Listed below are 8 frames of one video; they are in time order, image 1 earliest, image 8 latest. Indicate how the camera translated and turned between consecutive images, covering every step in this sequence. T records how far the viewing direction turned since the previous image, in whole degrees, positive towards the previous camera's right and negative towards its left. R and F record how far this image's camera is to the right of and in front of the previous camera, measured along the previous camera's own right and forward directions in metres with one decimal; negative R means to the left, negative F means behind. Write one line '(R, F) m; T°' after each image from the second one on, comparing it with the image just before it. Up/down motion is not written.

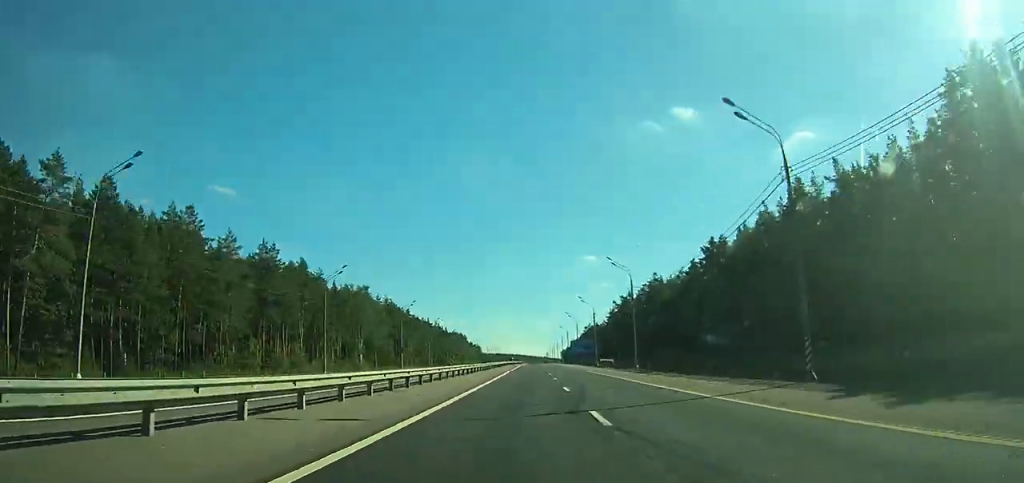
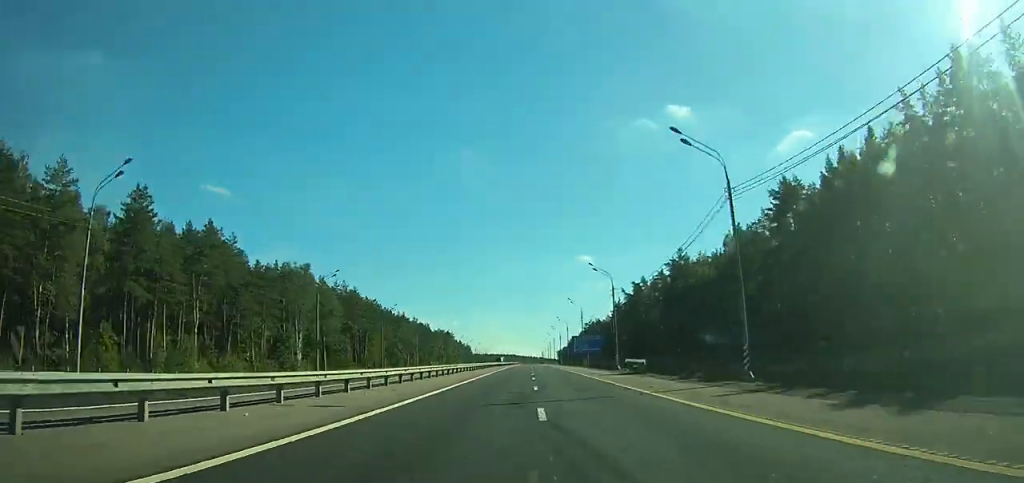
(+0.2, +35.4) m; 0°
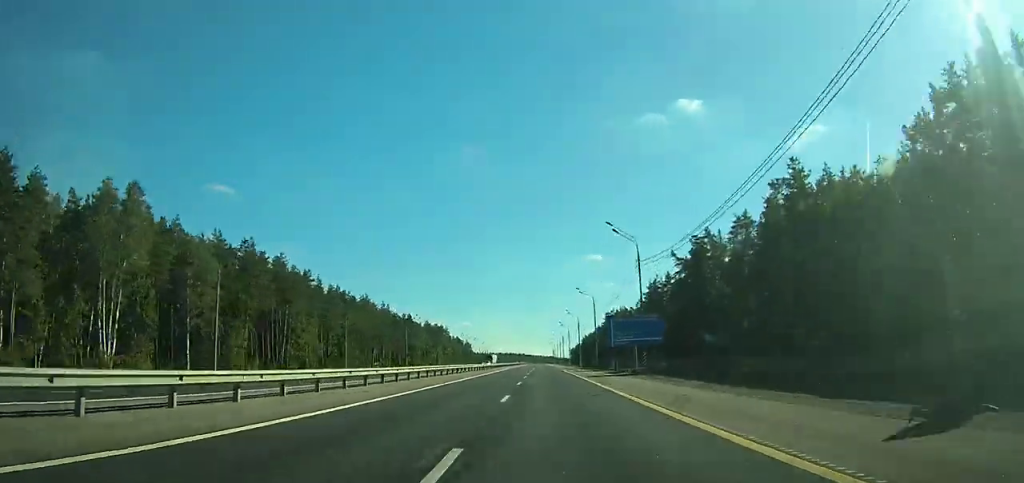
(-0.2, +54.4) m; 0°
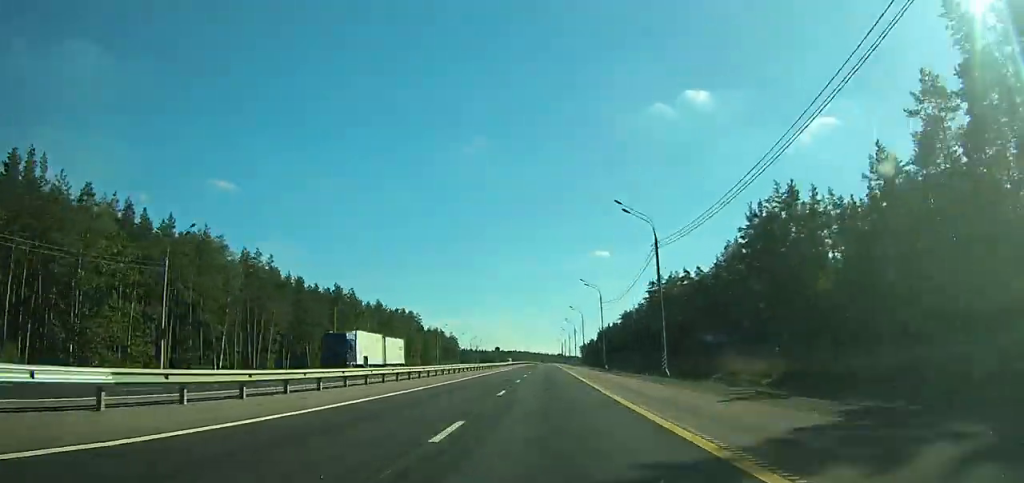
(-0.4, +78.1) m; 0°
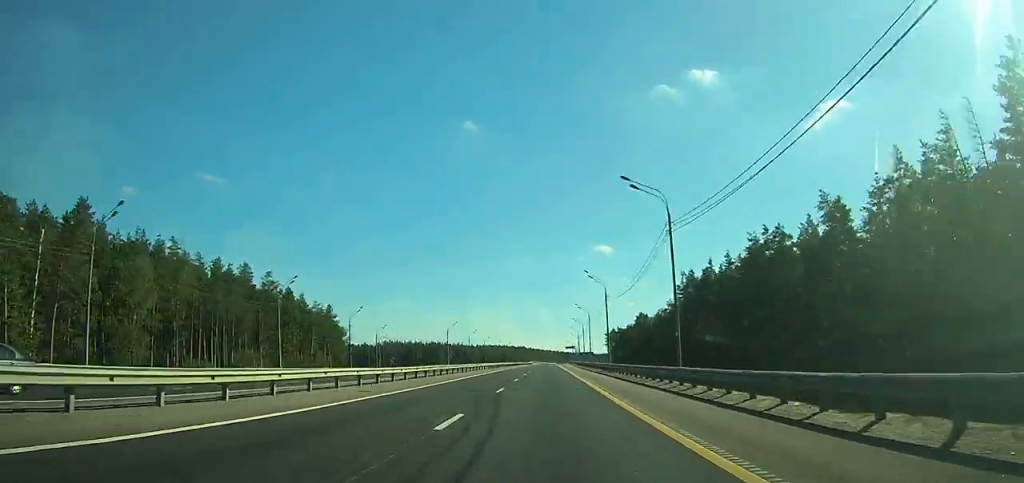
(-0.2, +187.6) m; 0°
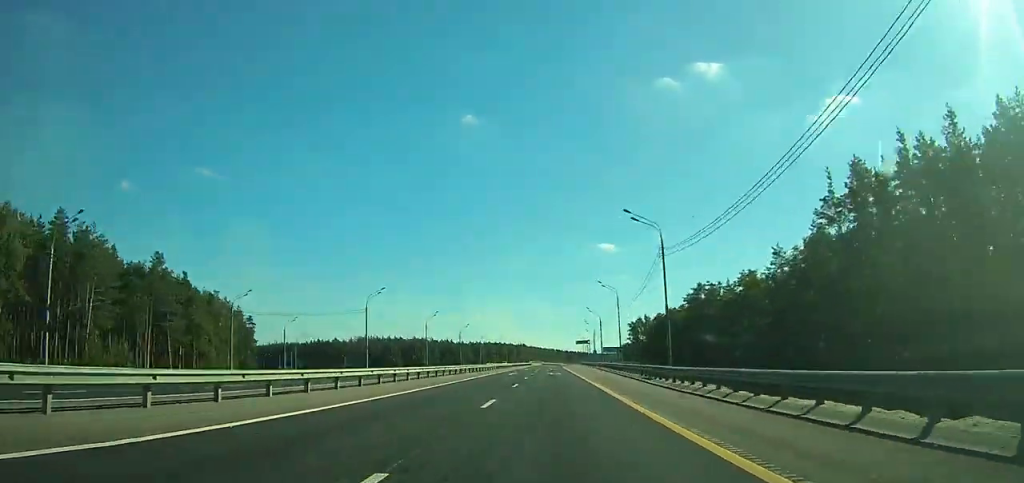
(-0.1, +68.4) m; 0°
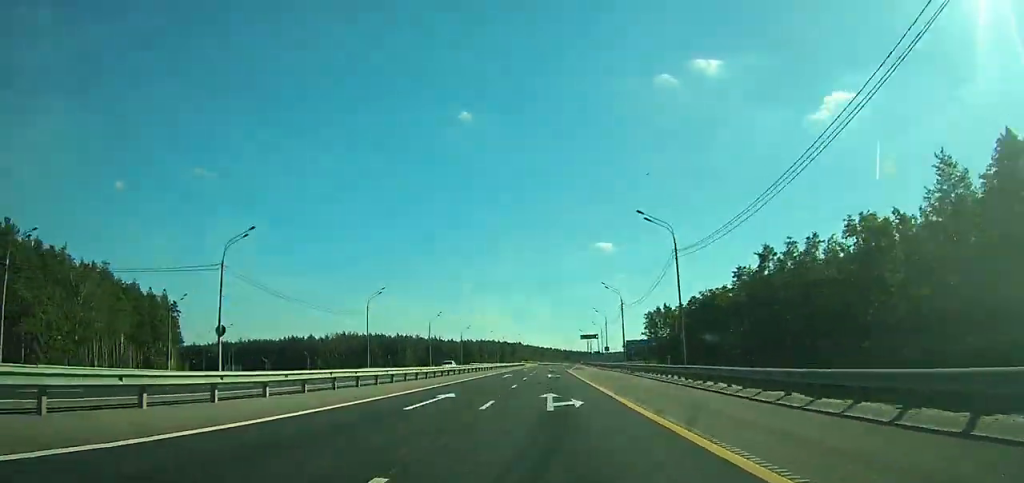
(-0.2, +37.0) m; 0°
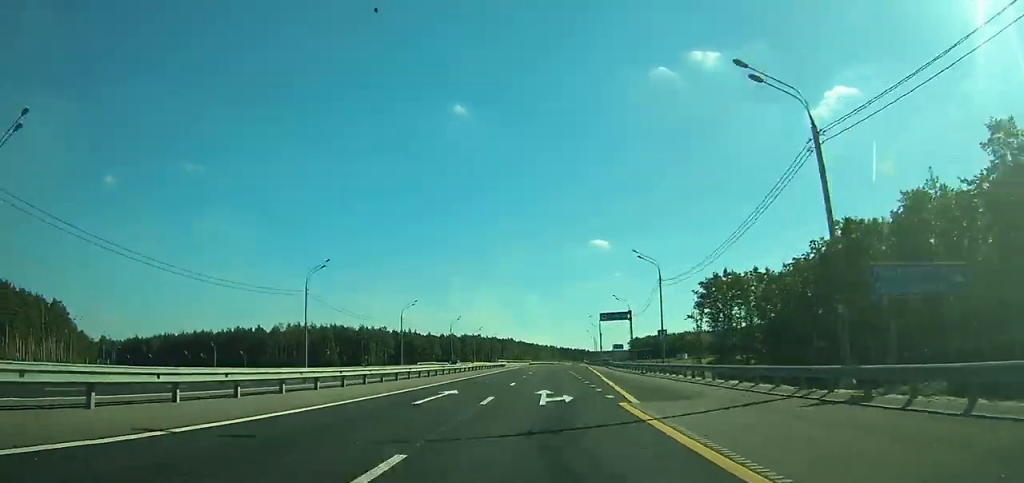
(+0.4, +58.7) m; +1°
